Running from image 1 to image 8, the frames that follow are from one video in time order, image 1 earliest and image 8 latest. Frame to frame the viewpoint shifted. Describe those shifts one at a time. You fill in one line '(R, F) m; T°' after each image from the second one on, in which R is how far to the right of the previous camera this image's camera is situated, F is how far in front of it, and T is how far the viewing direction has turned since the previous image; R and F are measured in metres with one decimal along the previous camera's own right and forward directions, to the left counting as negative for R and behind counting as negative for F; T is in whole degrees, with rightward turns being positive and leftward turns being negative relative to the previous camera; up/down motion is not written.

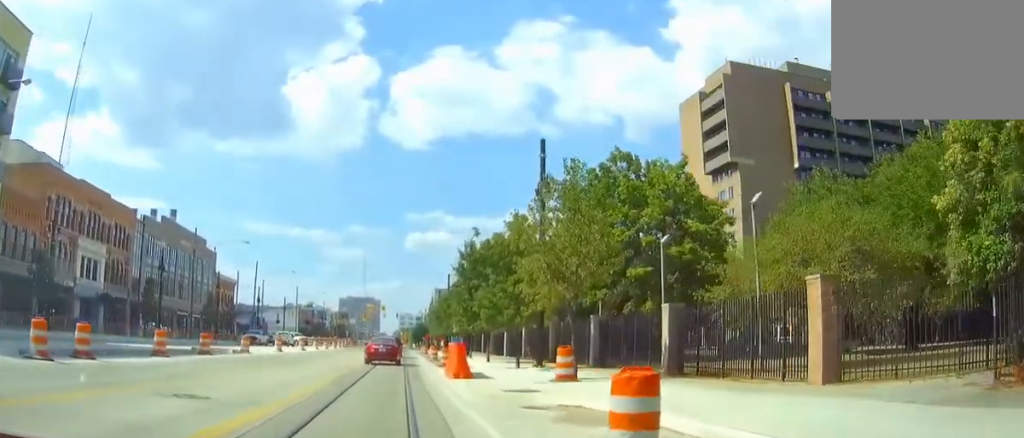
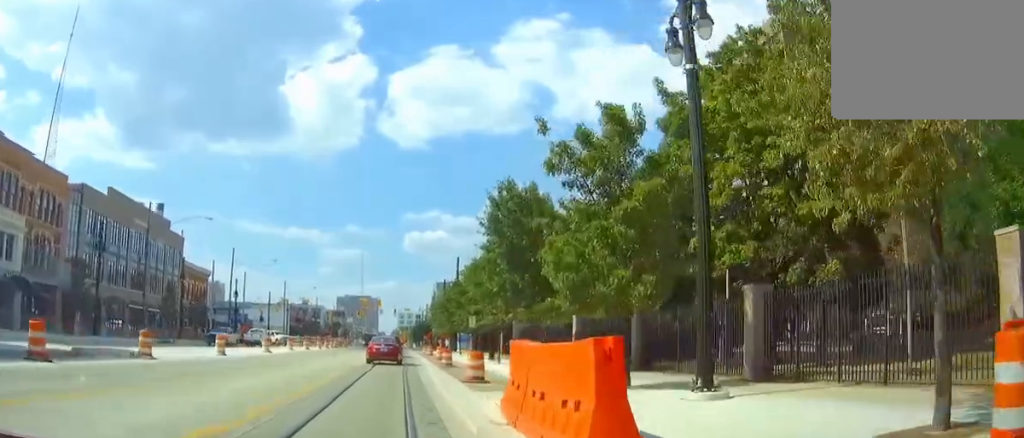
(-0.3, +15.8) m; -1°
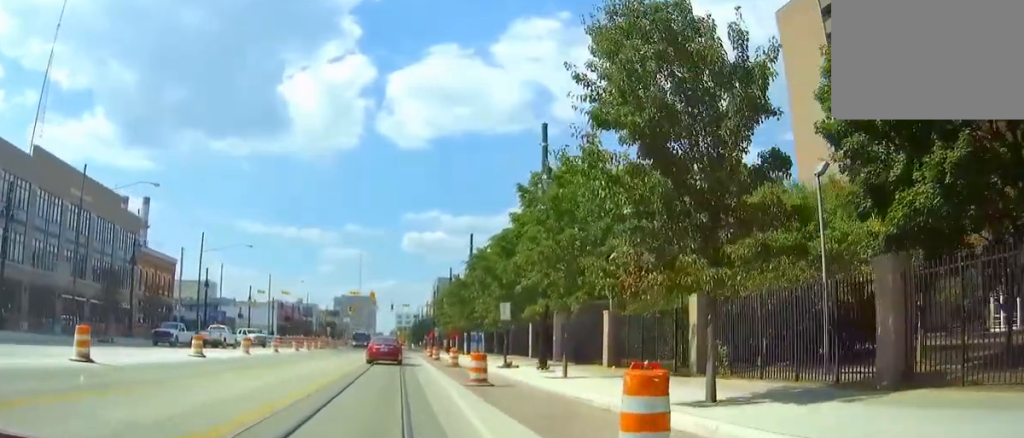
(-0.1, +15.1) m; +1°
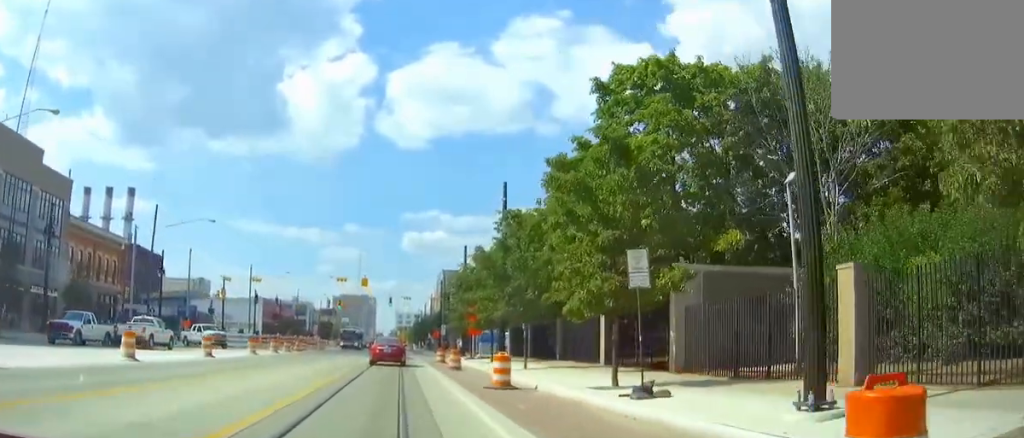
(+0.3, +16.3) m; 0°
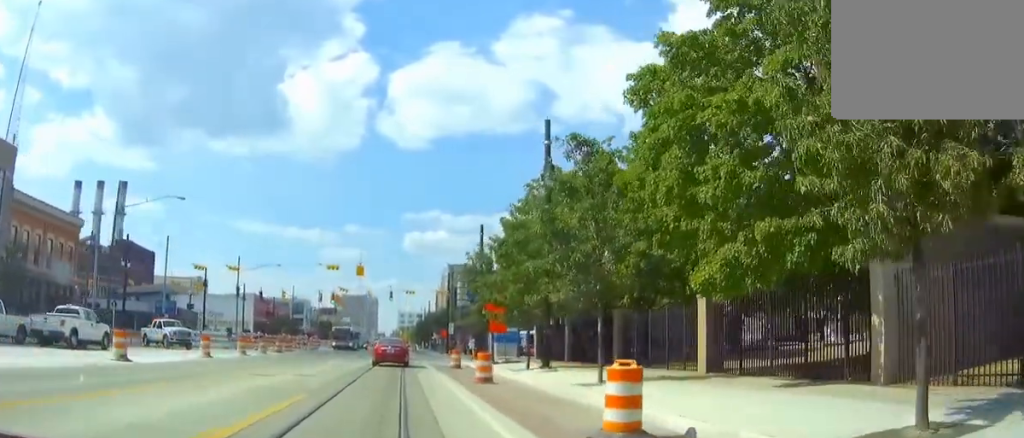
(-0.2, +9.7) m; -2°
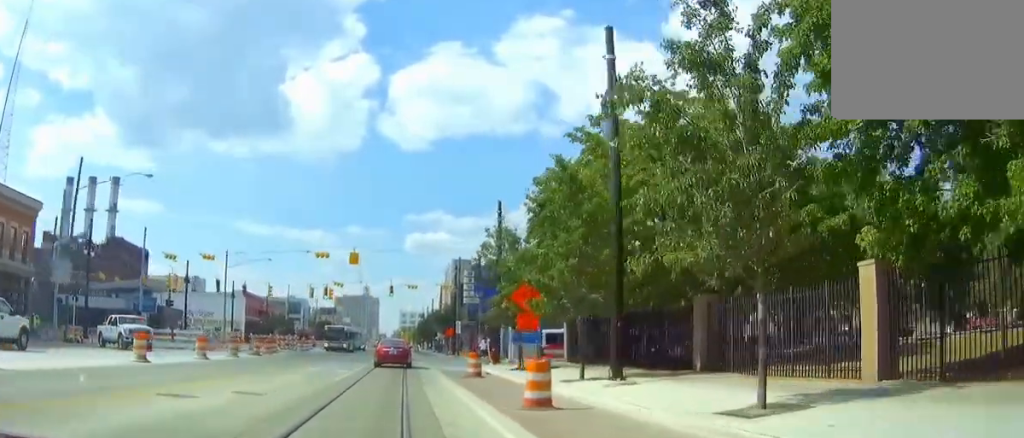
(-0.1, +7.8) m; +1°
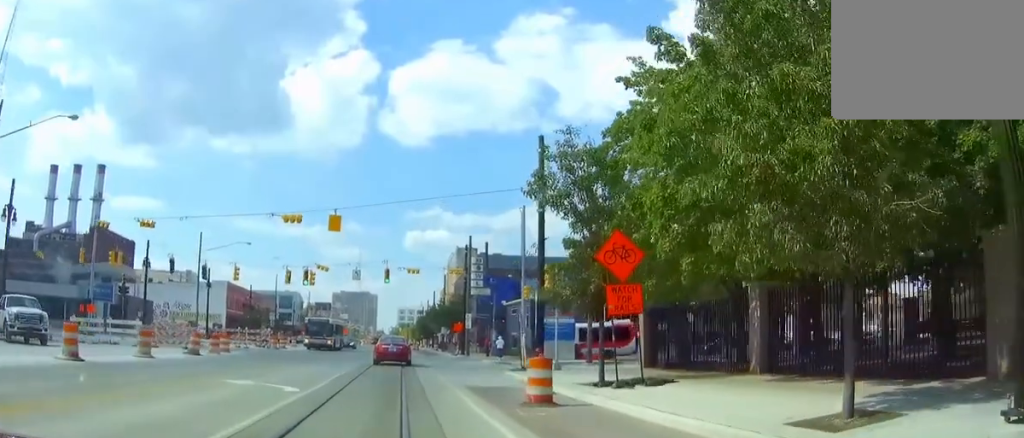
(+0.3, +12.0) m; +3°
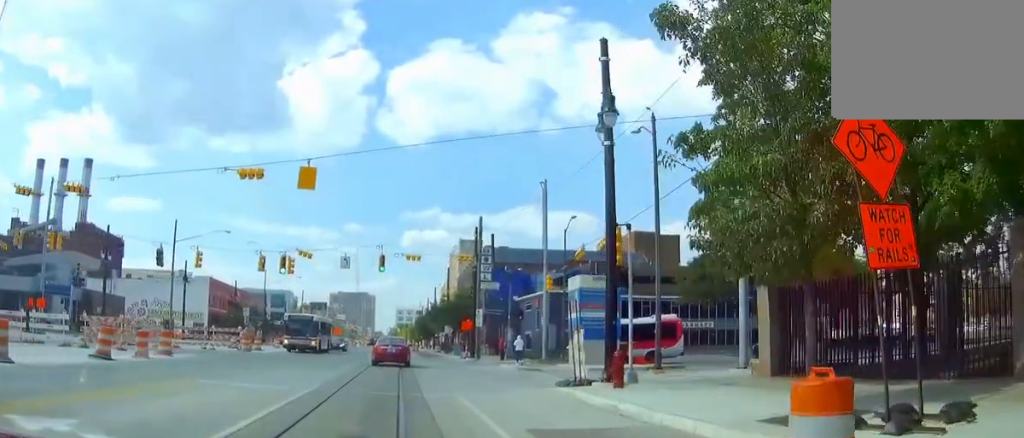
(+0.3, +9.3) m; +2°
